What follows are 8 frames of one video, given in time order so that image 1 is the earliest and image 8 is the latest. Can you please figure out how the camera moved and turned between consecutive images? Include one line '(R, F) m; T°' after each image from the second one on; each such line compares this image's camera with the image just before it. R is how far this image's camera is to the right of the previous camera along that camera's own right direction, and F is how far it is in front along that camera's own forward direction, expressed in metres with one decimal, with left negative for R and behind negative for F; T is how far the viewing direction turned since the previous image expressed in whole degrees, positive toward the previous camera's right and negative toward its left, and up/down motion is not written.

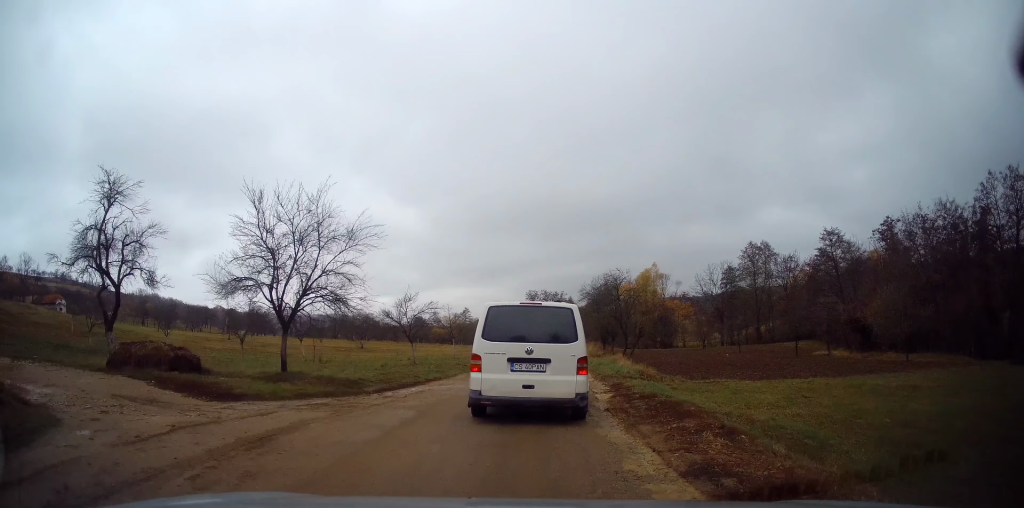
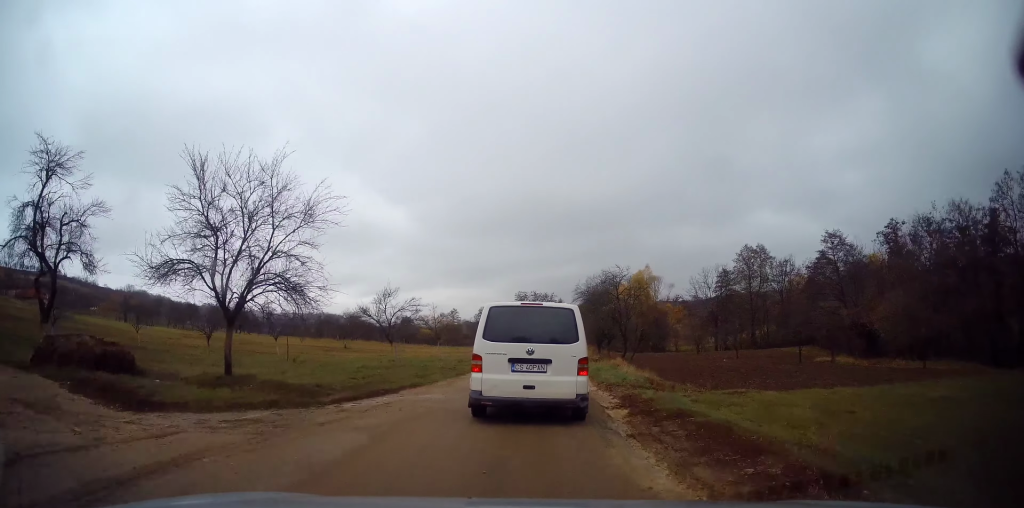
(0.0, +2.6) m; +2°
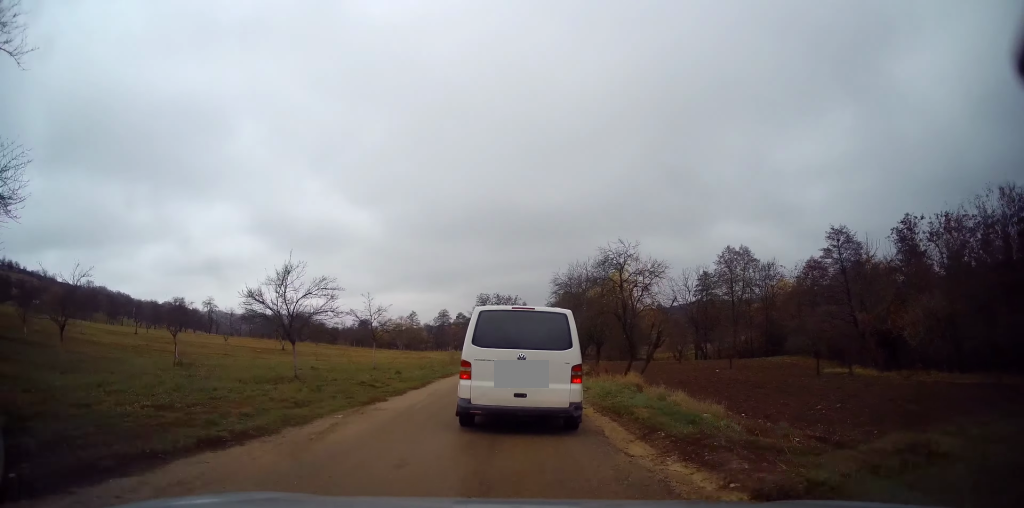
(+0.5, +8.3) m; +6°
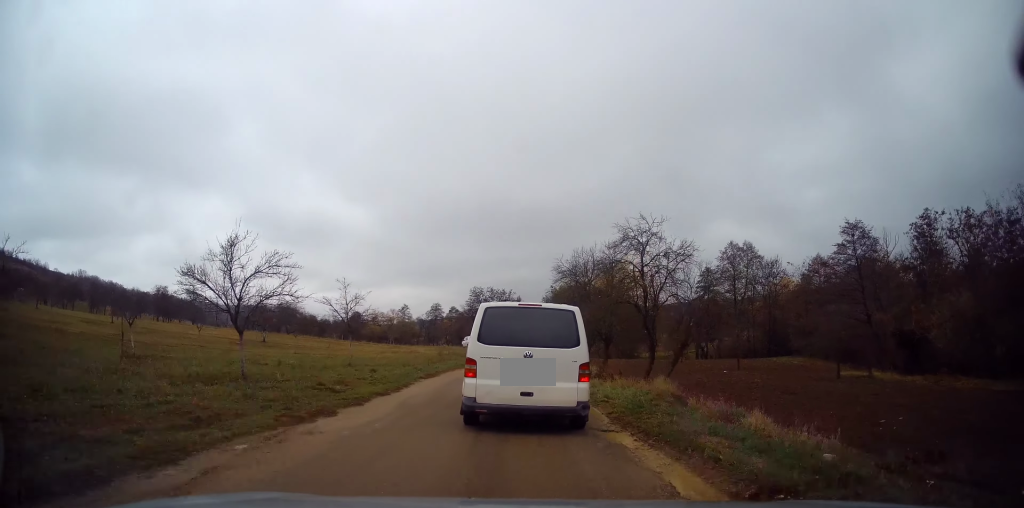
(0.0, +3.5) m; +1°
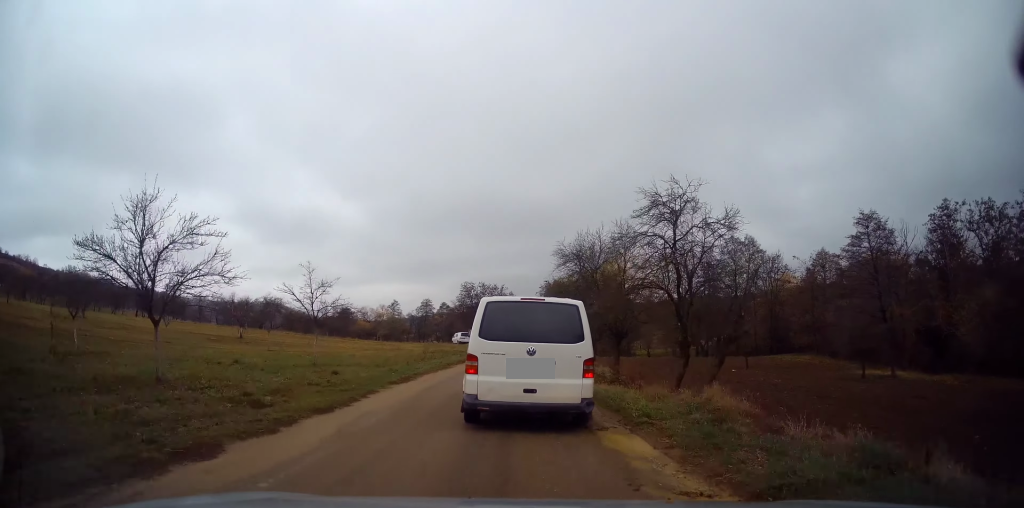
(0.0, +3.7) m; +2°
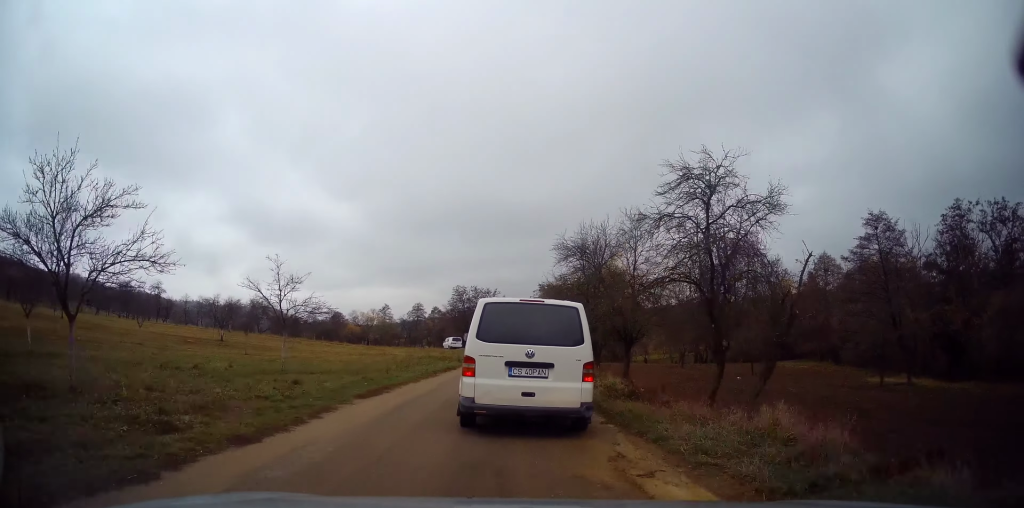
(0.0, +2.4) m; +1°
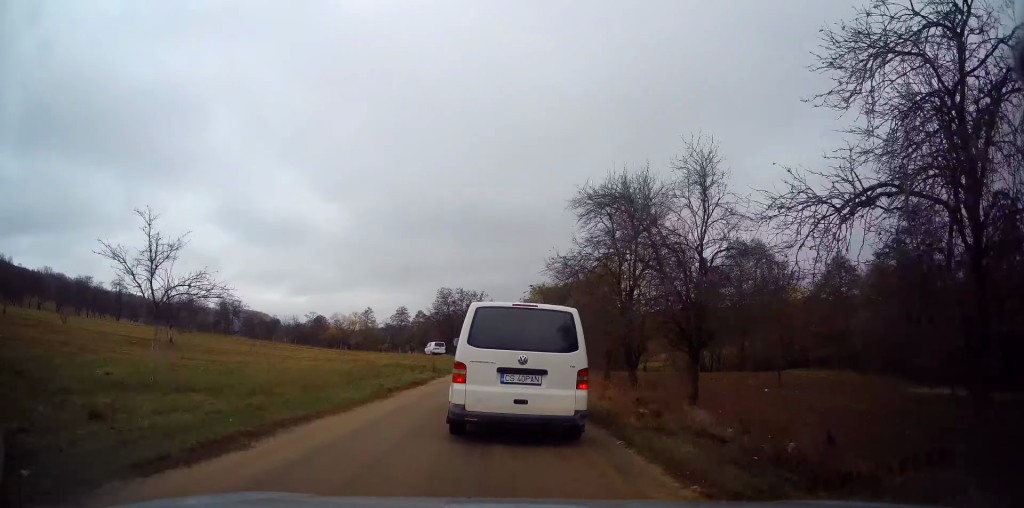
(+0.1, +6.7) m; 0°
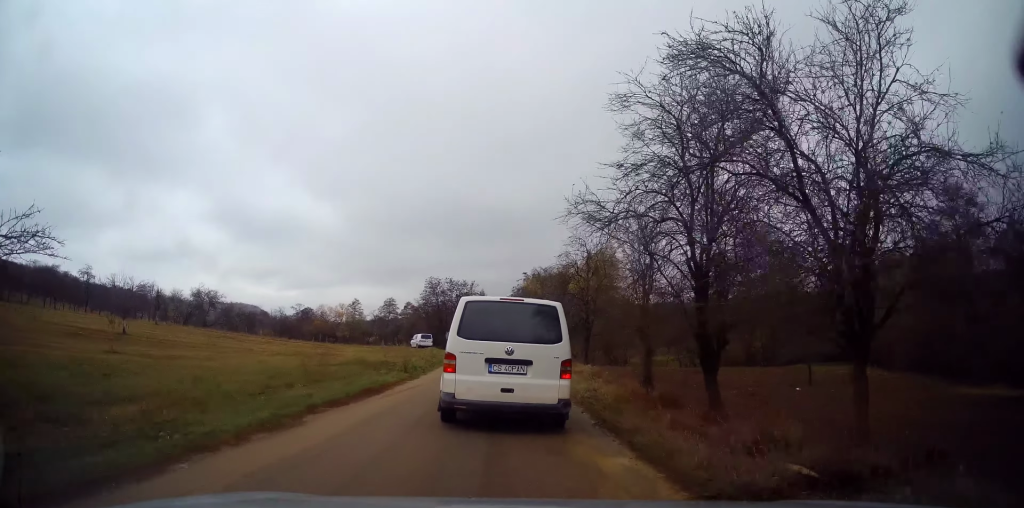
(0.0, +5.5) m; 0°
